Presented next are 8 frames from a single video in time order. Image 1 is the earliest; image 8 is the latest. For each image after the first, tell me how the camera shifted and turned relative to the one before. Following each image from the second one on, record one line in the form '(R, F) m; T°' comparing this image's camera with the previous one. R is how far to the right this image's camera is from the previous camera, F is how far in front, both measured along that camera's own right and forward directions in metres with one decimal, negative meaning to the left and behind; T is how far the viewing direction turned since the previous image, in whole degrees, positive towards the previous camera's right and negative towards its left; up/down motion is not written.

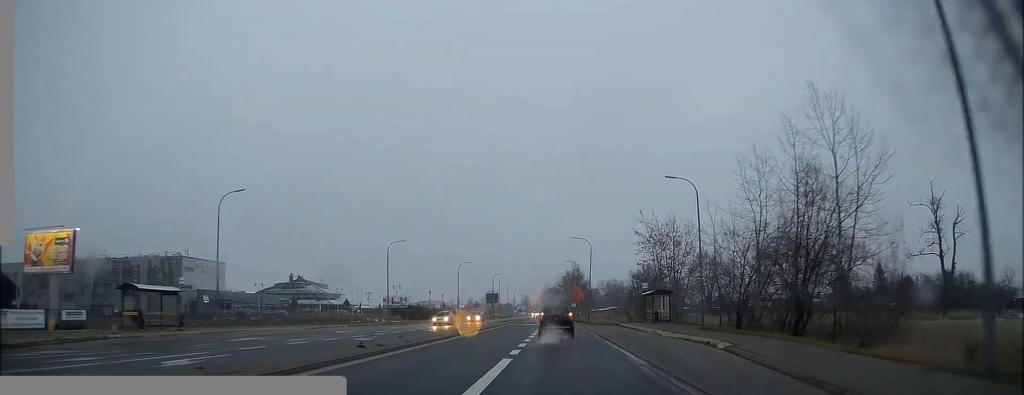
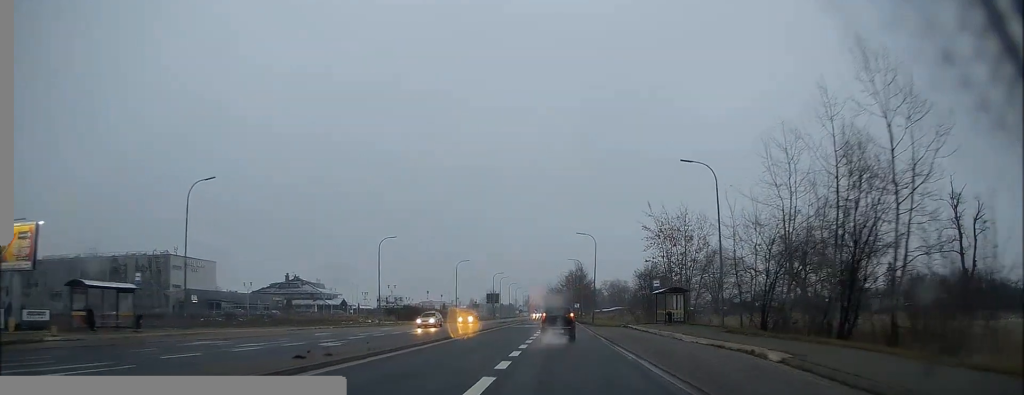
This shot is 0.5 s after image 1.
(+0.2, +4.4) m; +1°
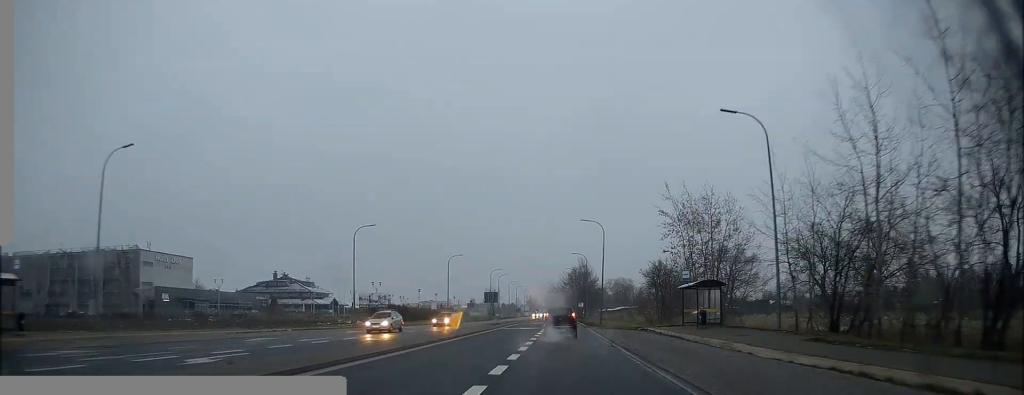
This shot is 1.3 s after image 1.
(-0.2, +9.3) m; -1°
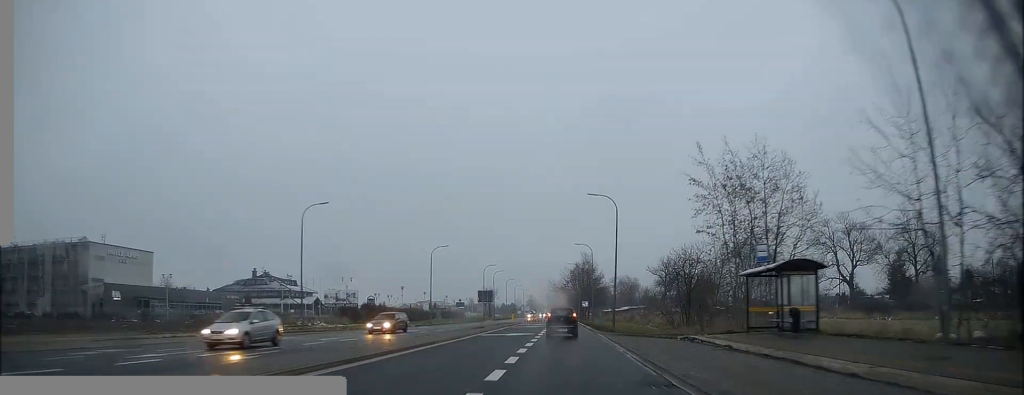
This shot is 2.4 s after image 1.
(0.0, +12.6) m; -1°
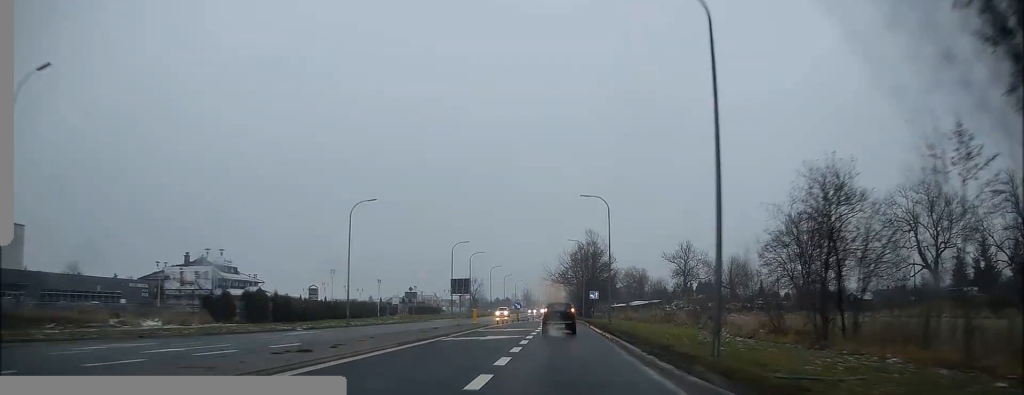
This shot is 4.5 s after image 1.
(+0.4, +29.1) m; +1°
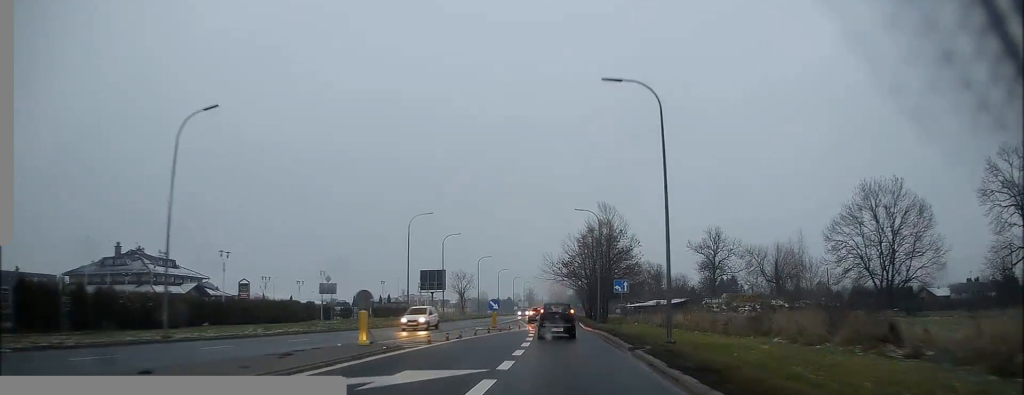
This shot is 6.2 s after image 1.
(-0.3, +24.4) m; 0°
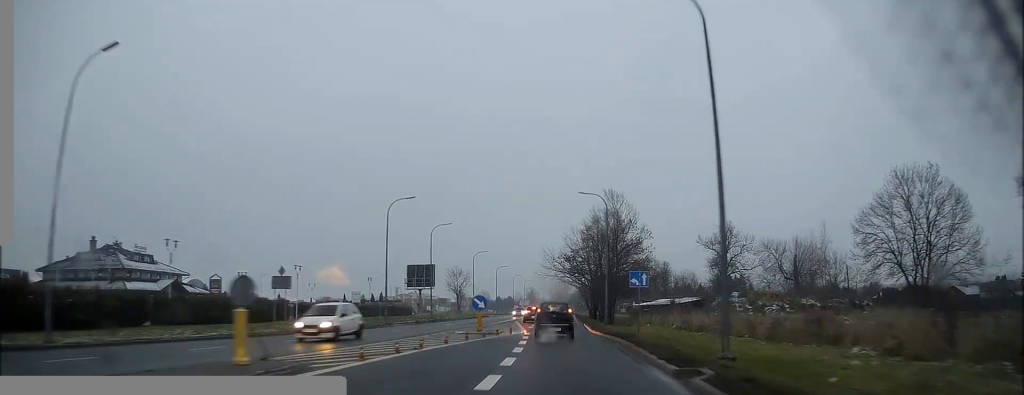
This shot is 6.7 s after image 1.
(+0.1, +7.6) m; 0°
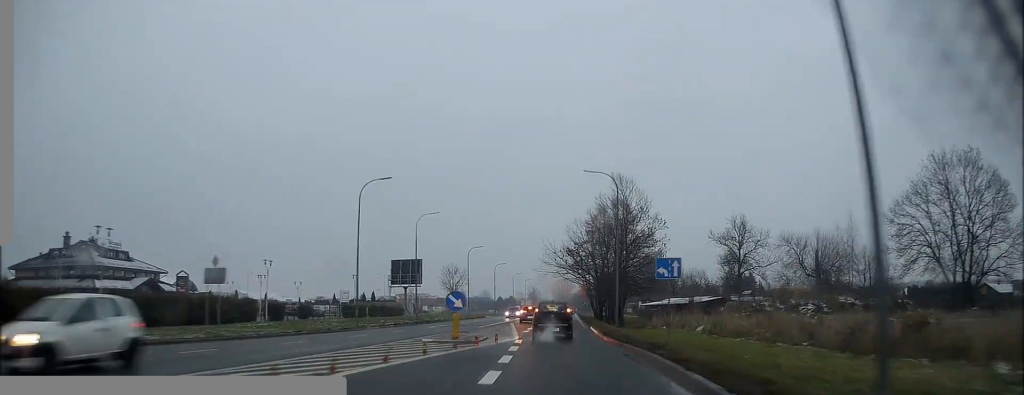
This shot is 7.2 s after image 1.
(0.0, +7.6) m; -1°
